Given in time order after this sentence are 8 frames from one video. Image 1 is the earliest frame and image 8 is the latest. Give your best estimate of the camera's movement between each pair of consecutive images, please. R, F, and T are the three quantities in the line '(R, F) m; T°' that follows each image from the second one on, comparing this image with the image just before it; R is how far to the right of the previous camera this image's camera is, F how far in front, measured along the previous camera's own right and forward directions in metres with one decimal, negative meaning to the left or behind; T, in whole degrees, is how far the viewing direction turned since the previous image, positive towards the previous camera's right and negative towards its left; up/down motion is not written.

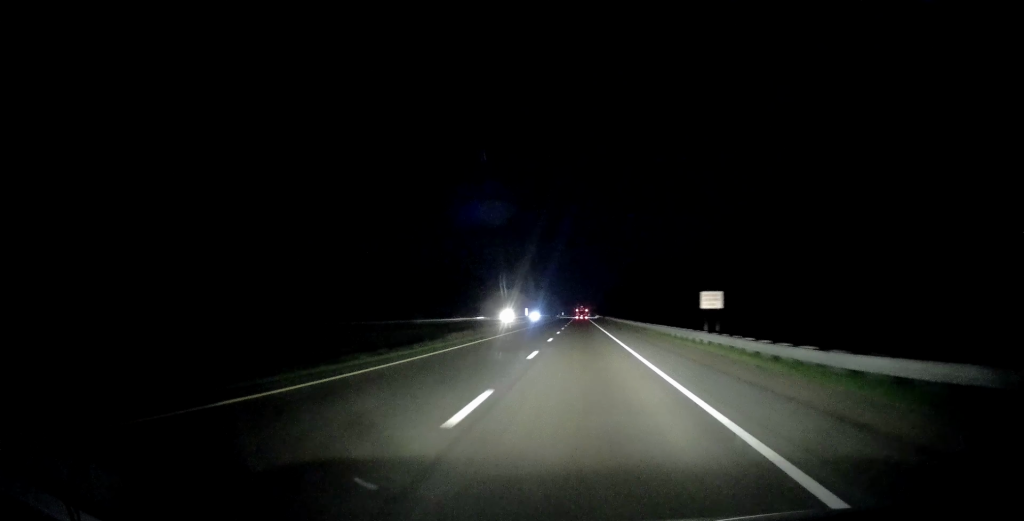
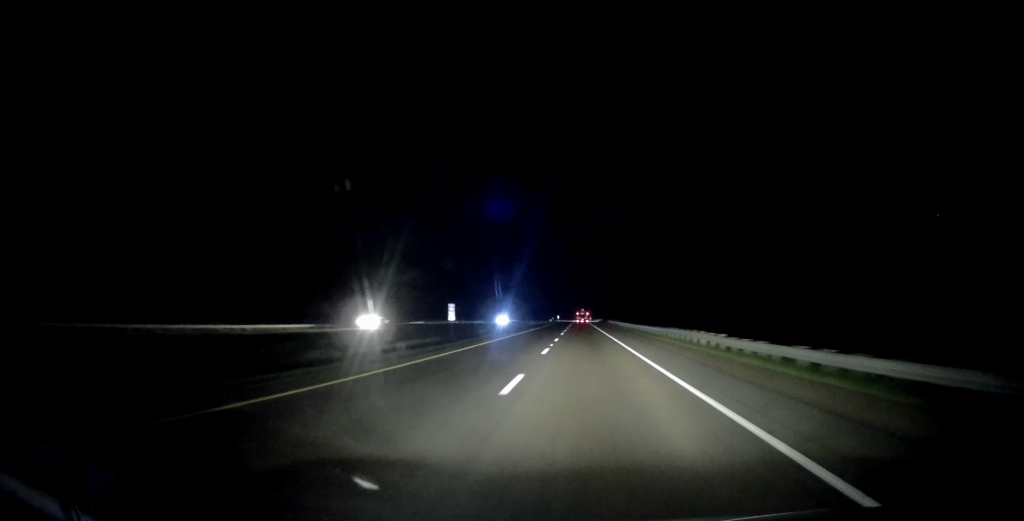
(-0.9, +82.0) m; -1°
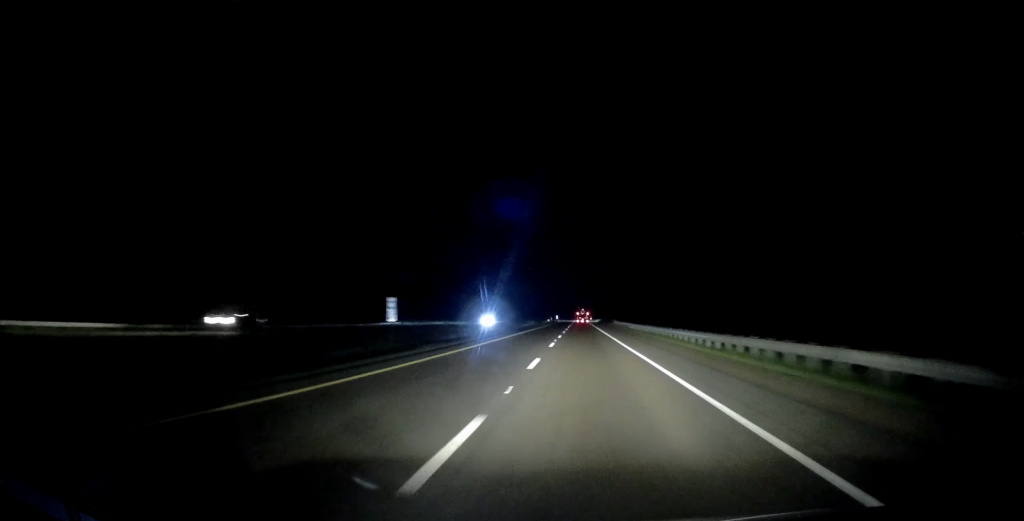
(-0.2, +18.5) m; 0°
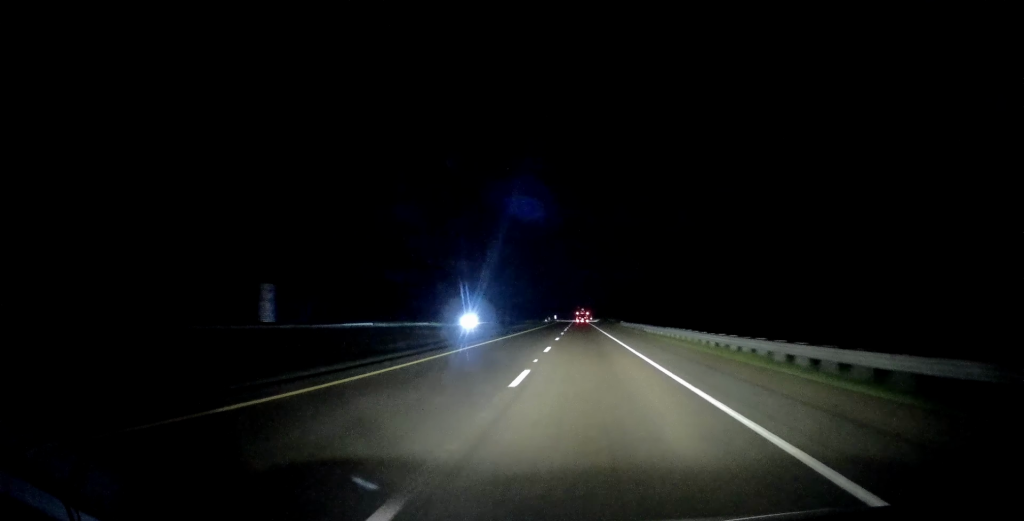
(+0.1, +16.2) m; 0°
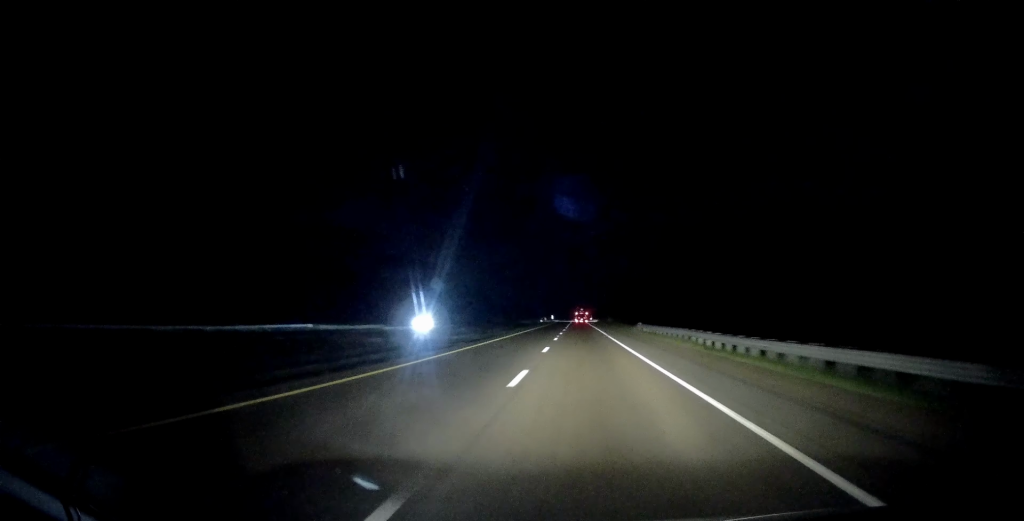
(+0.2, +23.8) m; 0°
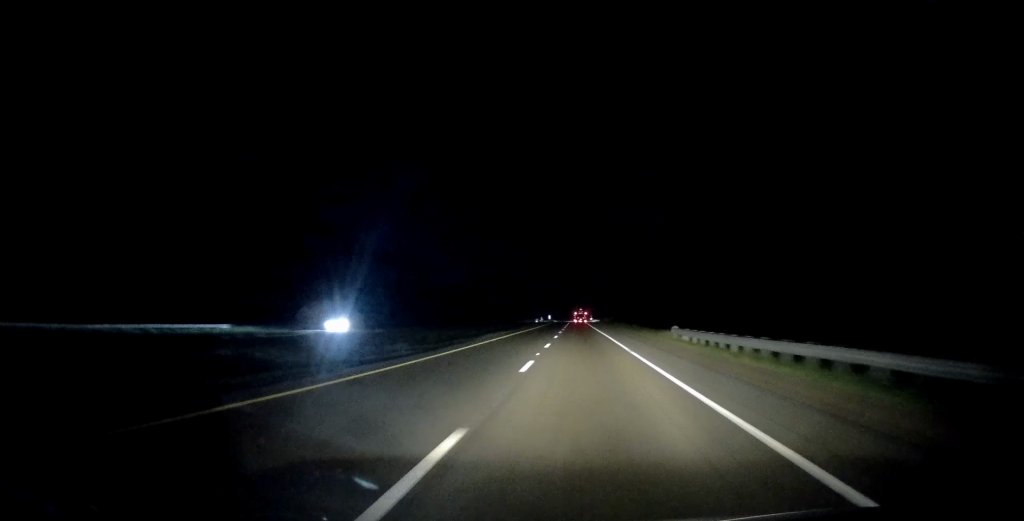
(-0.2, +20.7) m; -1°
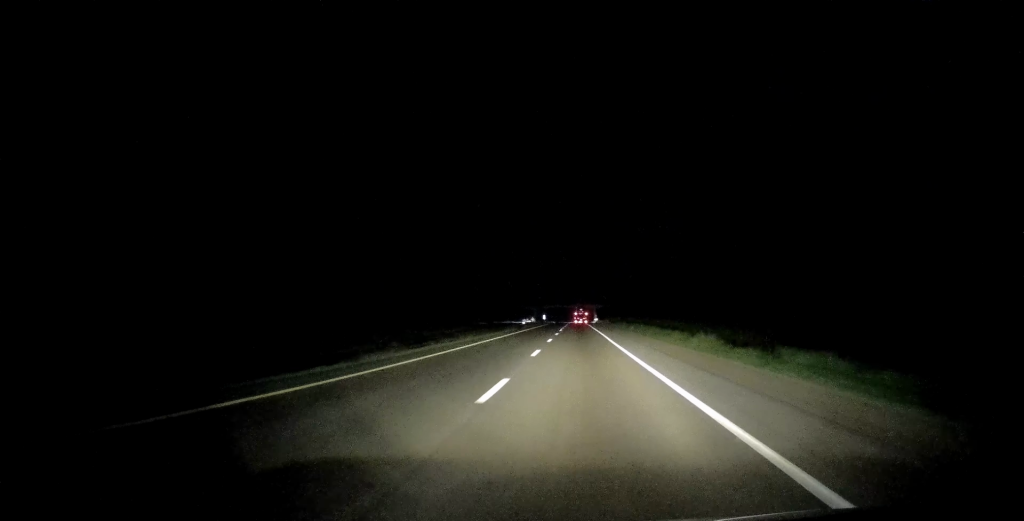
(+0.2, +53.5) m; +1°
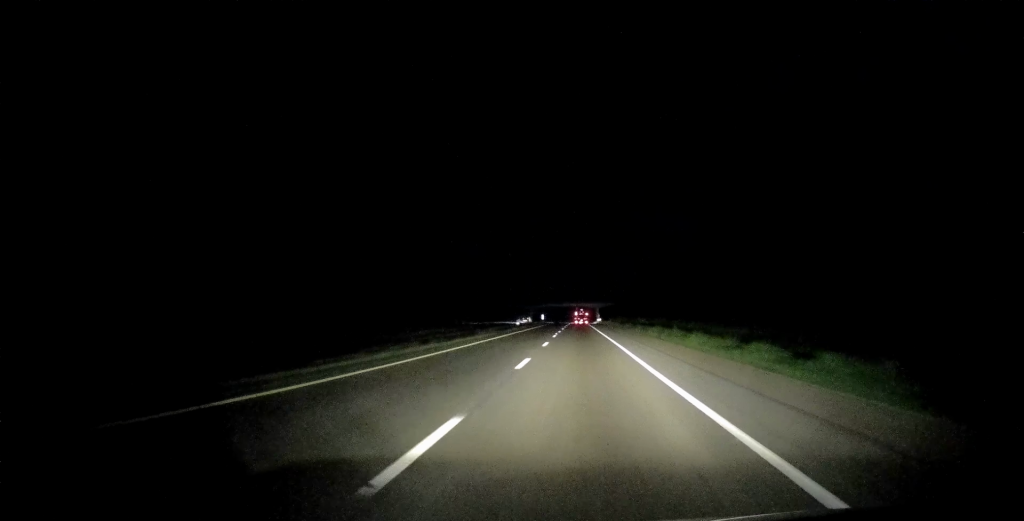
(+0.2, +17.5) m; 0°
